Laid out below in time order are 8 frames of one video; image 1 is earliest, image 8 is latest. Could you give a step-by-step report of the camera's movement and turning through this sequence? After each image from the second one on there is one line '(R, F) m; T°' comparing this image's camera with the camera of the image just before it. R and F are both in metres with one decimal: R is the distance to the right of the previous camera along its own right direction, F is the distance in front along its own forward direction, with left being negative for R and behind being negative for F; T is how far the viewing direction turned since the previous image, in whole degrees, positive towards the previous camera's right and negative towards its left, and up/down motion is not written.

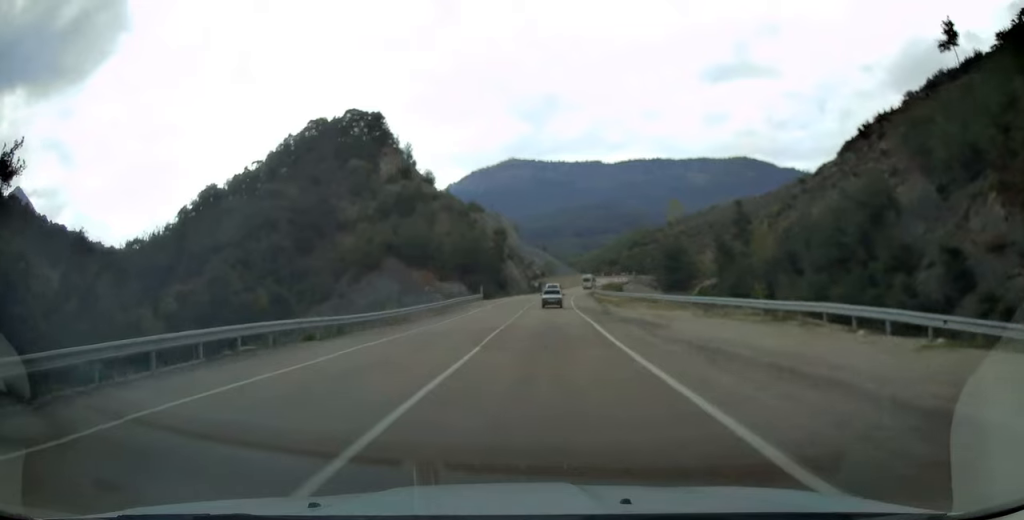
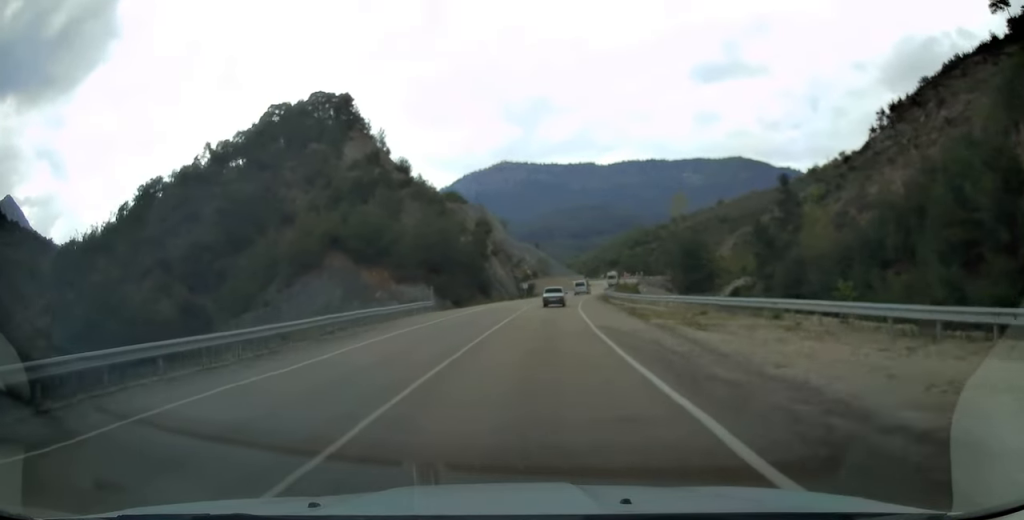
(+0.3, +27.4) m; +1°
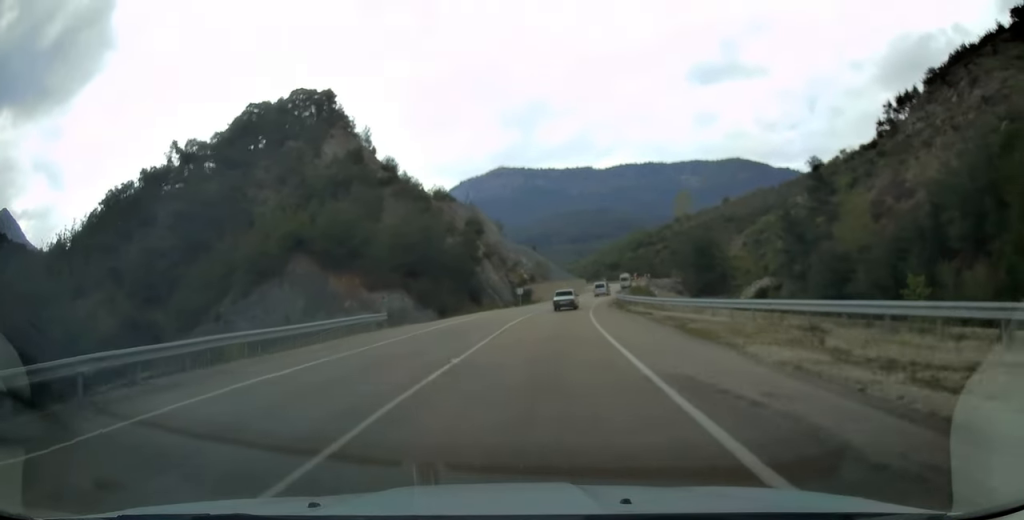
(0.0, +12.7) m; 0°
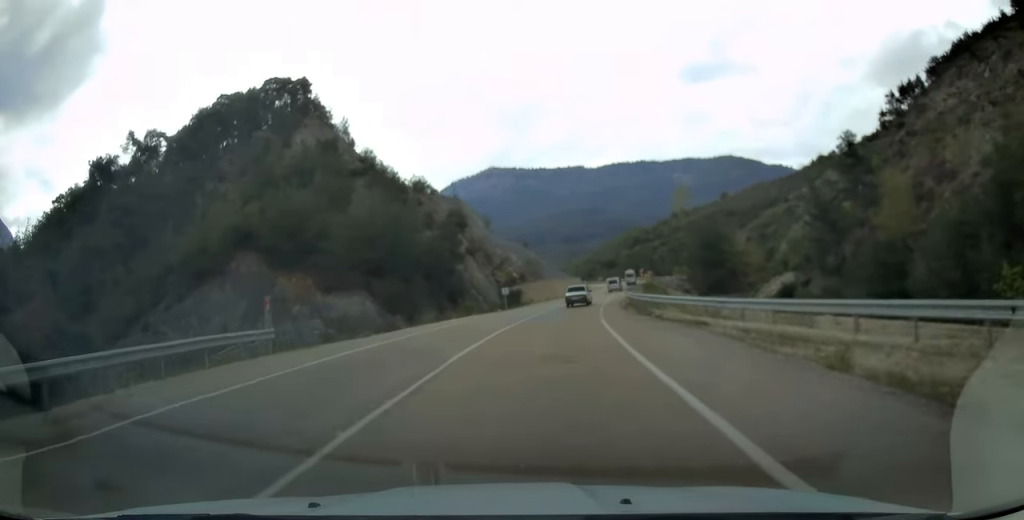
(-0.1, +12.7) m; +1°
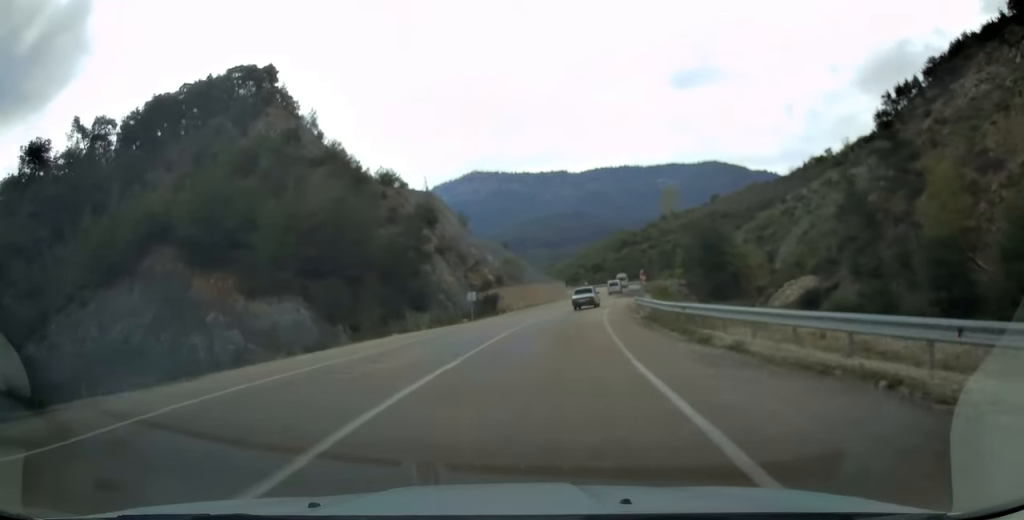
(+0.3, +12.7) m; +2°
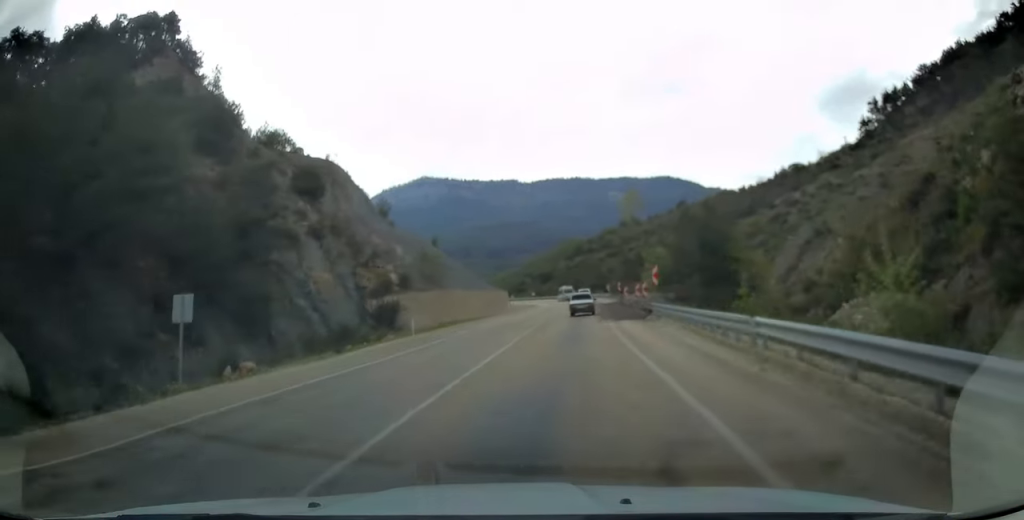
(+1.4, +30.9) m; +5°
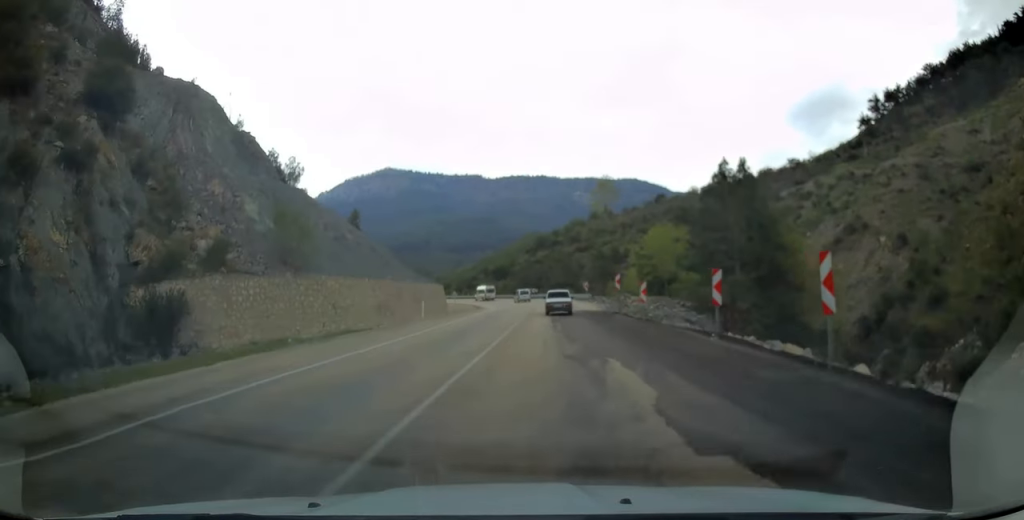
(+0.8, +28.3) m; +3°
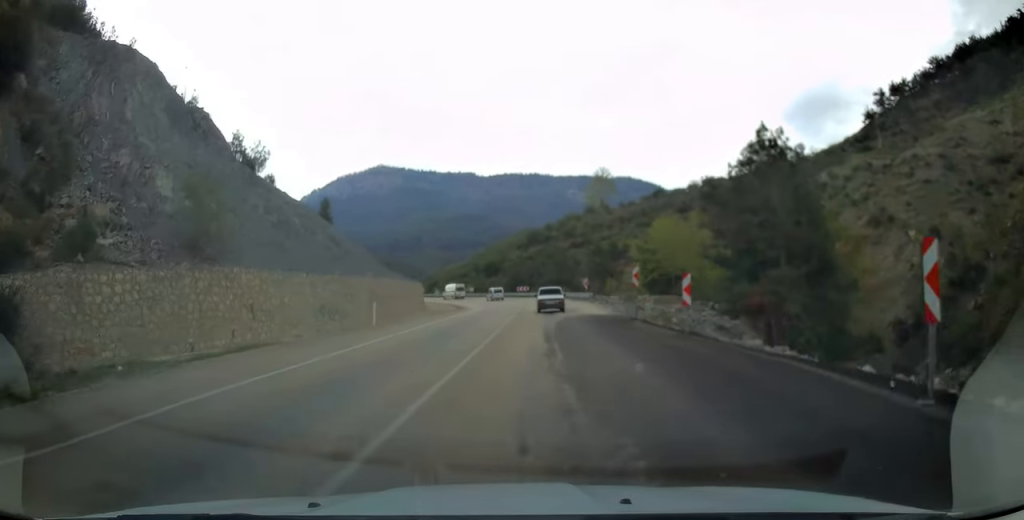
(+0.1, +10.1) m; +1°
